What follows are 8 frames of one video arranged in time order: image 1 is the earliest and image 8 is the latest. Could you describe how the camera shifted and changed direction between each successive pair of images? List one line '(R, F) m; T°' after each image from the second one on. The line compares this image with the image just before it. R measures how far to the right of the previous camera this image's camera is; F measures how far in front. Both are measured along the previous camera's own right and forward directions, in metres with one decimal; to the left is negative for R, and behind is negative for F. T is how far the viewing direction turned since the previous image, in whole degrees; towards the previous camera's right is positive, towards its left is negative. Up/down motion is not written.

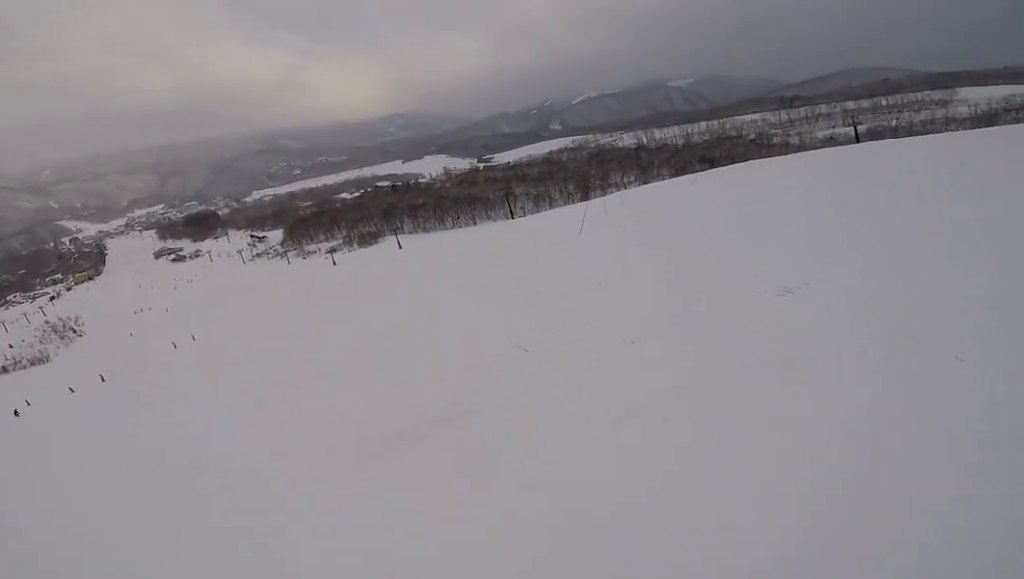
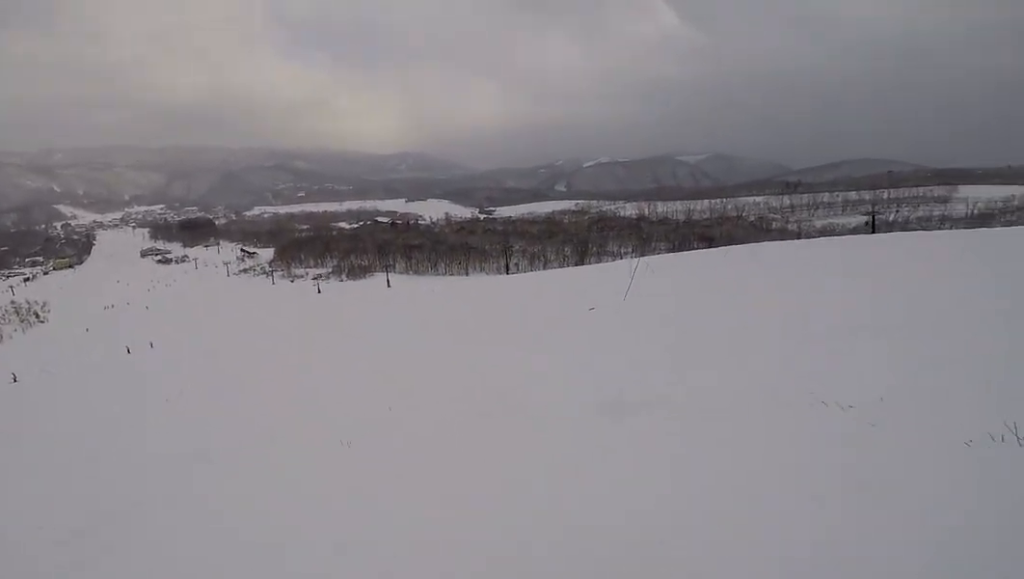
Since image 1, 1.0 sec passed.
(+1.3, +3.9) m; +12°
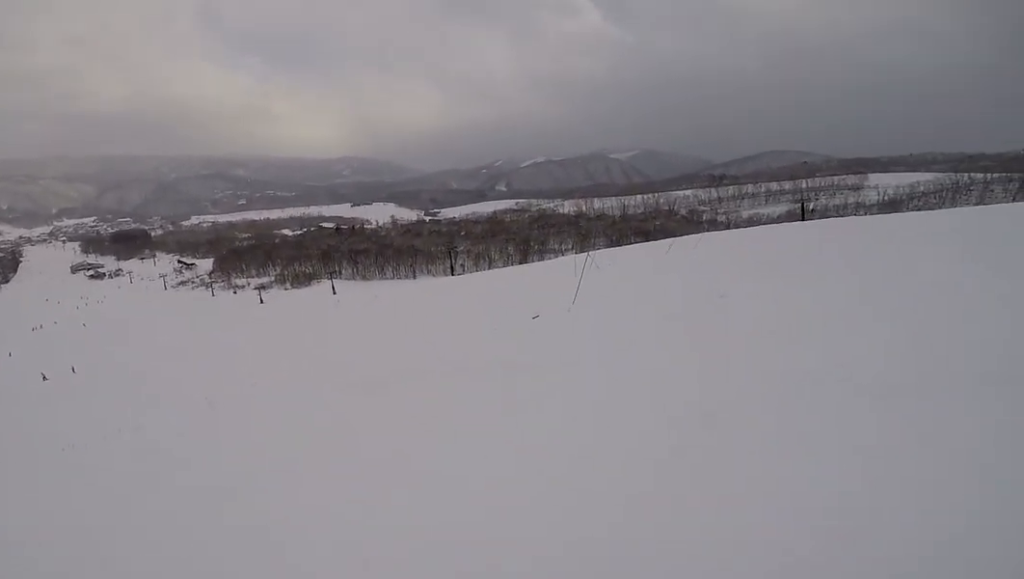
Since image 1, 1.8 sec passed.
(-0.3, +3.2) m; -21°
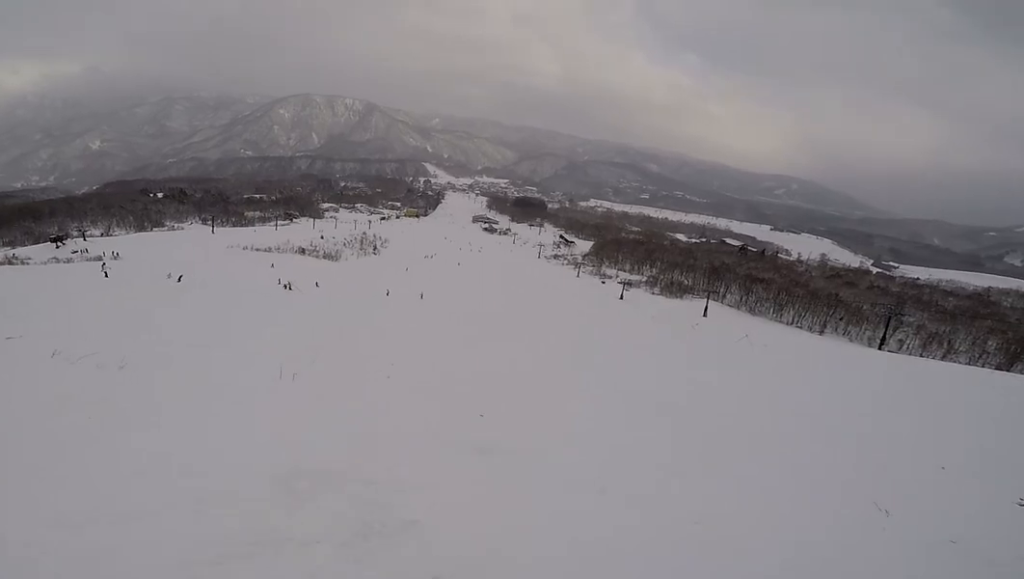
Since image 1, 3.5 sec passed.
(-2.8, +5.7) m; -45°
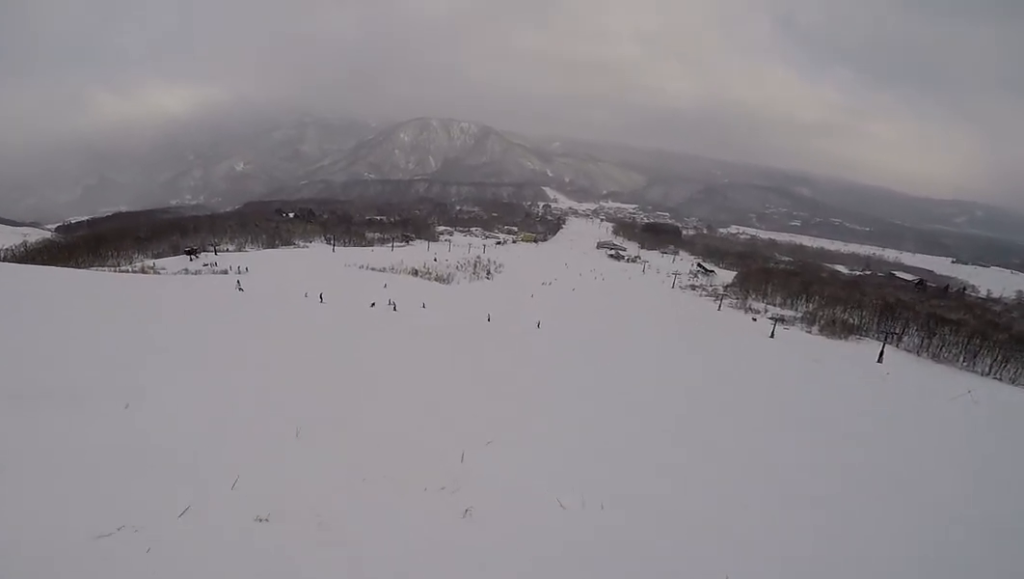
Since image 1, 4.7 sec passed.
(-1.3, +4.6) m; -30°
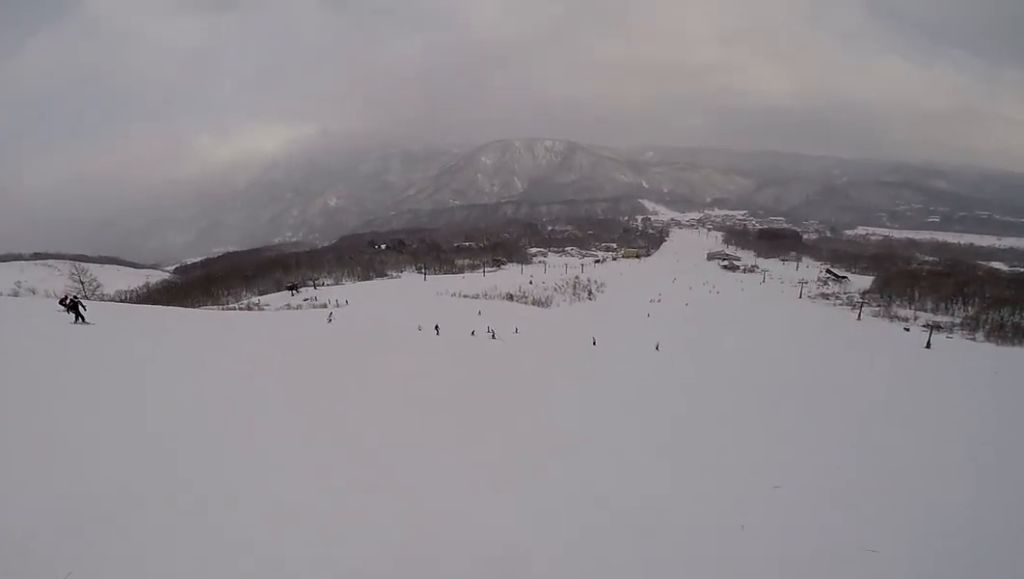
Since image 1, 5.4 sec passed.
(-0.5, +2.9) m; -9°
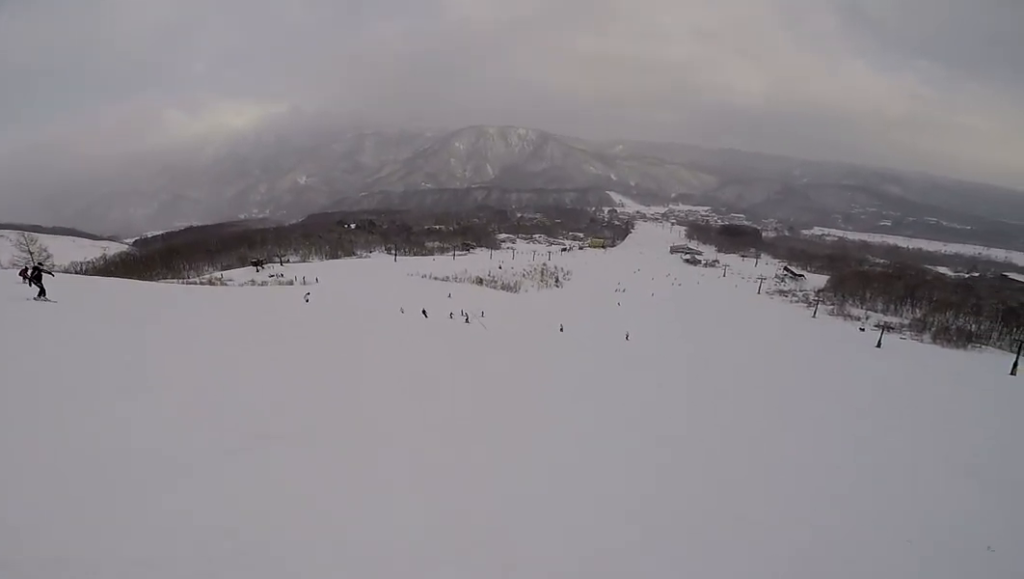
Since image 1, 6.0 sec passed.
(0.0, +2.5) m; 0°
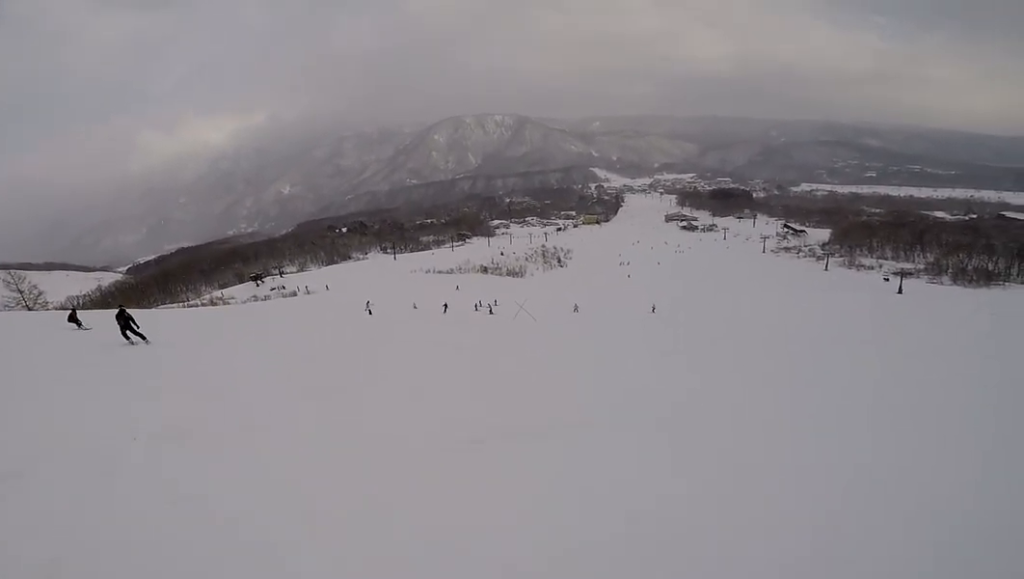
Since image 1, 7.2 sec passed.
(0.0, +5.1) m; +2°
